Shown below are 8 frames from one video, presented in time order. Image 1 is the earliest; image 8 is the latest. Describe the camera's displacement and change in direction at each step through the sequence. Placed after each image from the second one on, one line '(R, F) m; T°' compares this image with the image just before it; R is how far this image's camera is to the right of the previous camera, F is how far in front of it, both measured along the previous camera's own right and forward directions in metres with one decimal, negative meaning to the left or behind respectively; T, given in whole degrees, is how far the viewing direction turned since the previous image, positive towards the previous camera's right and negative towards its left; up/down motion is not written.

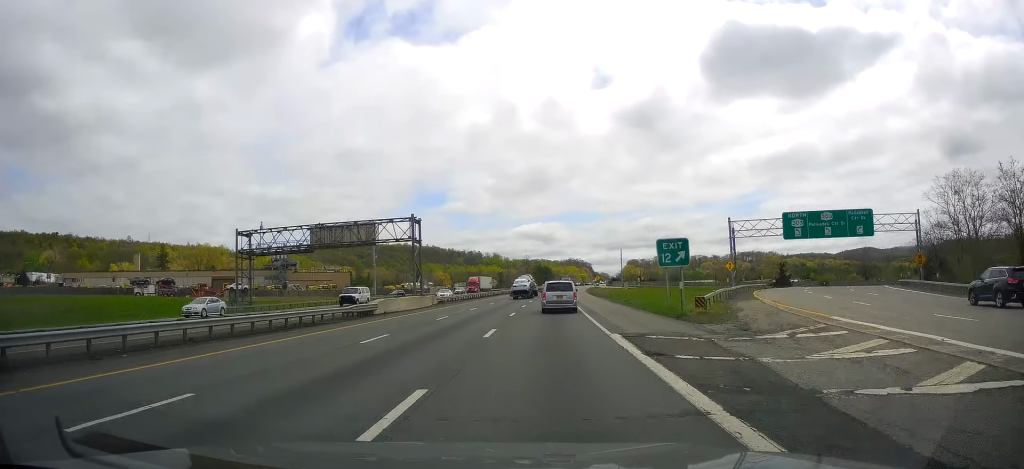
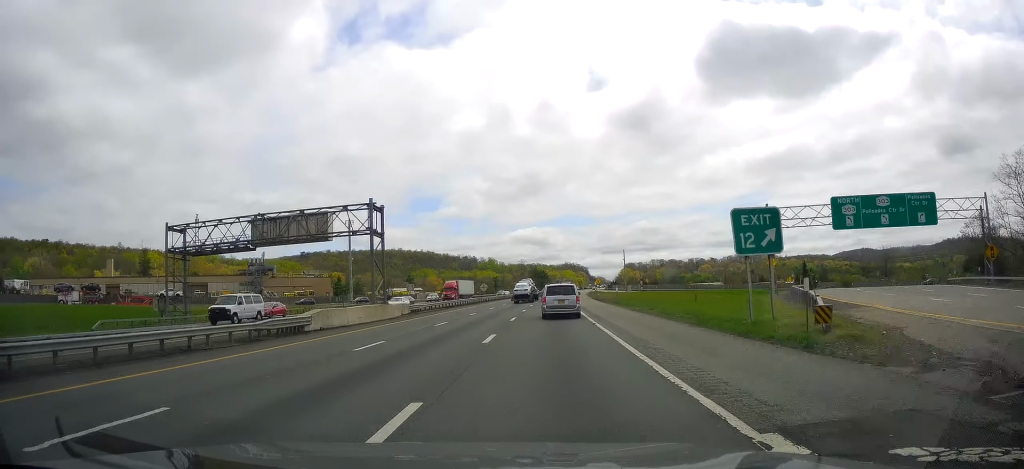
(0.0, +13.1) m; 0°
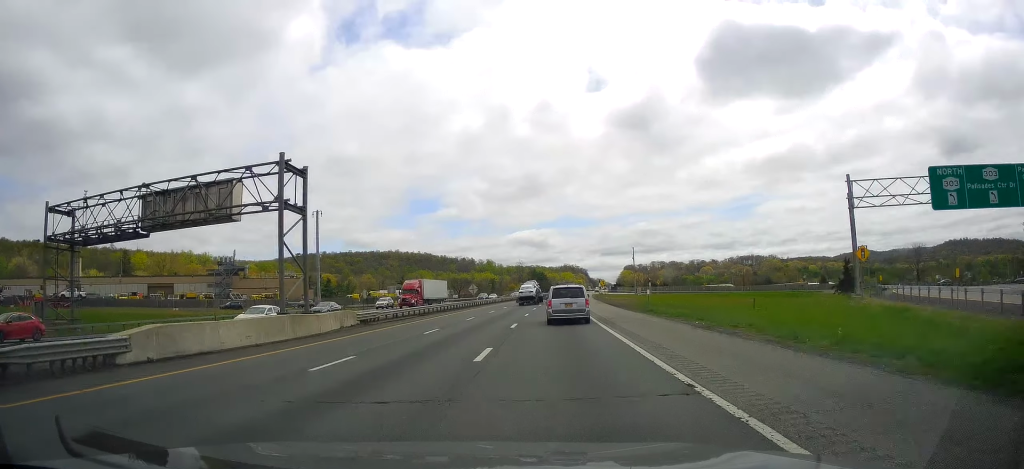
(-0.2, +16.1) m; +1°
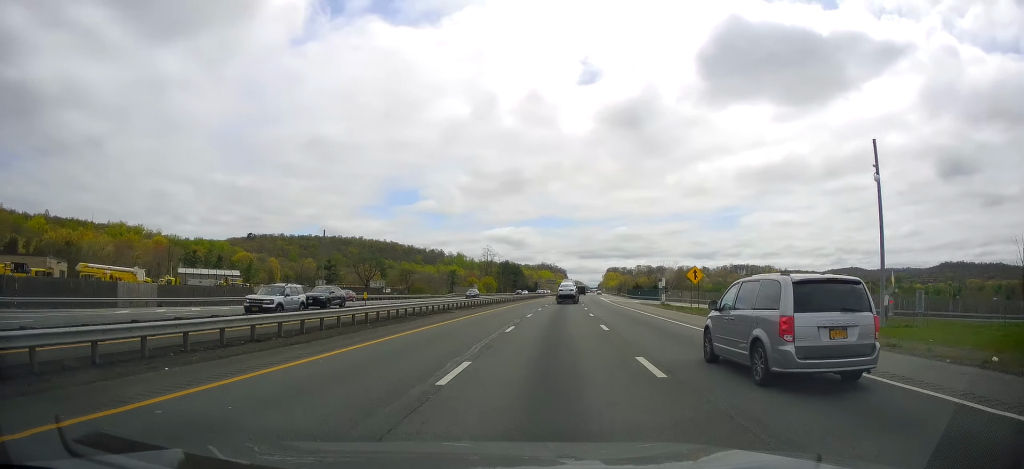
(+1.0, +100.1) m; +1°
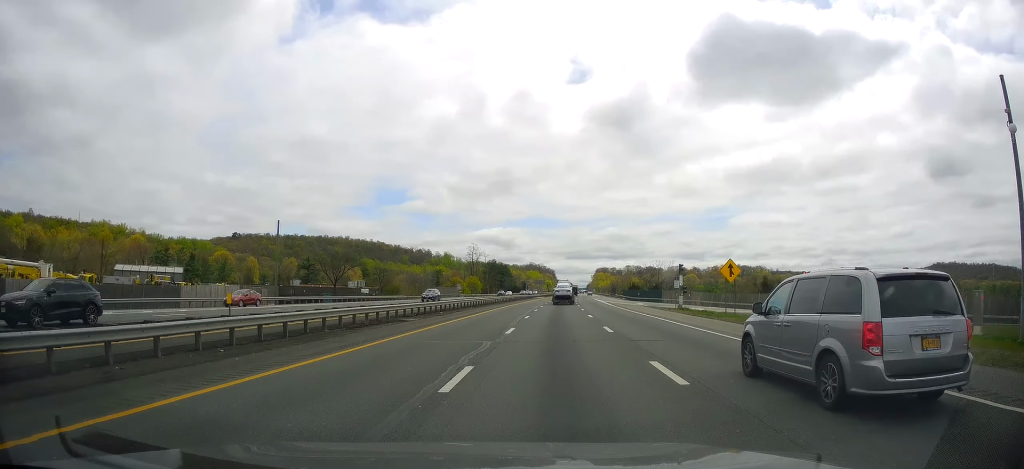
(-0.4, +12.8) m; 0°
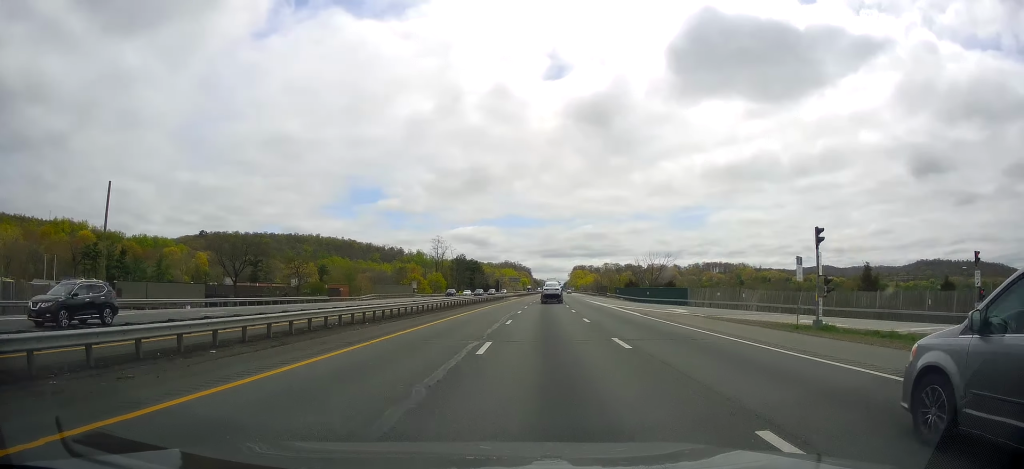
(+0.9, +30.6) m; +3°
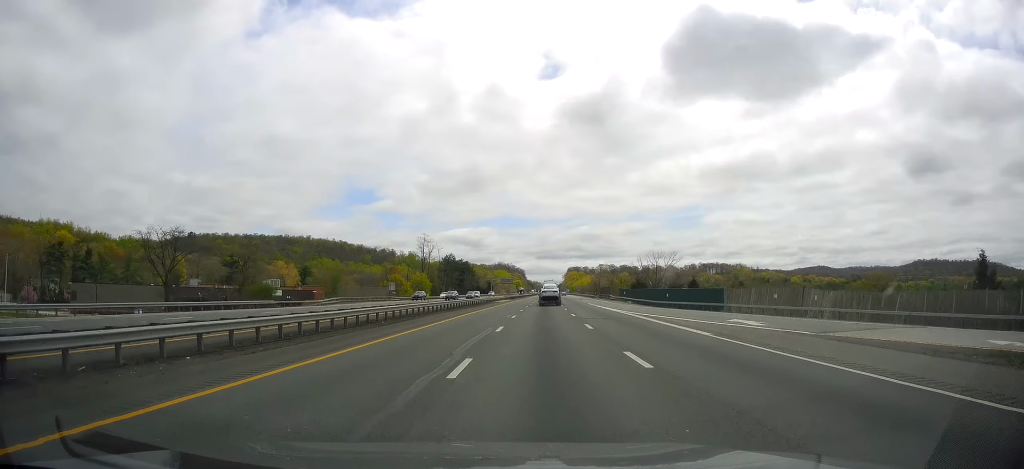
(+0.3, +15.8) m; +1°
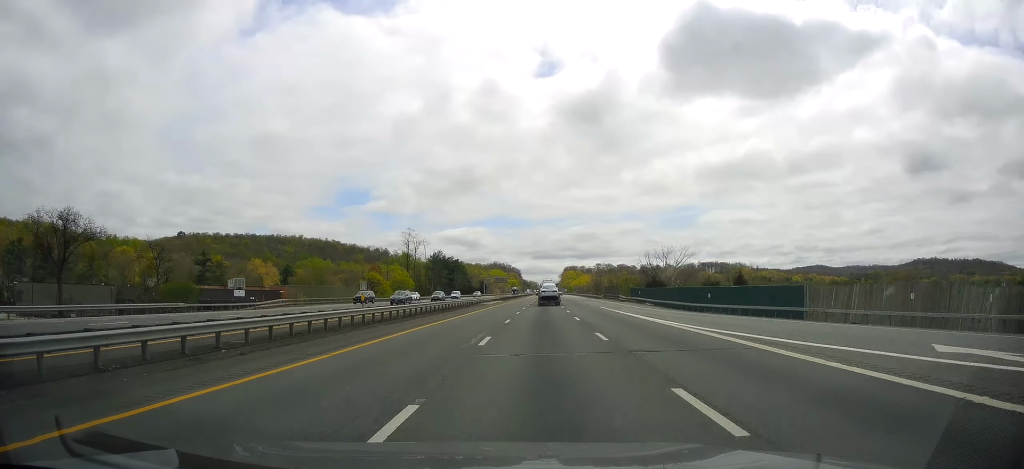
(+0.2, +17.8) m; +1°
